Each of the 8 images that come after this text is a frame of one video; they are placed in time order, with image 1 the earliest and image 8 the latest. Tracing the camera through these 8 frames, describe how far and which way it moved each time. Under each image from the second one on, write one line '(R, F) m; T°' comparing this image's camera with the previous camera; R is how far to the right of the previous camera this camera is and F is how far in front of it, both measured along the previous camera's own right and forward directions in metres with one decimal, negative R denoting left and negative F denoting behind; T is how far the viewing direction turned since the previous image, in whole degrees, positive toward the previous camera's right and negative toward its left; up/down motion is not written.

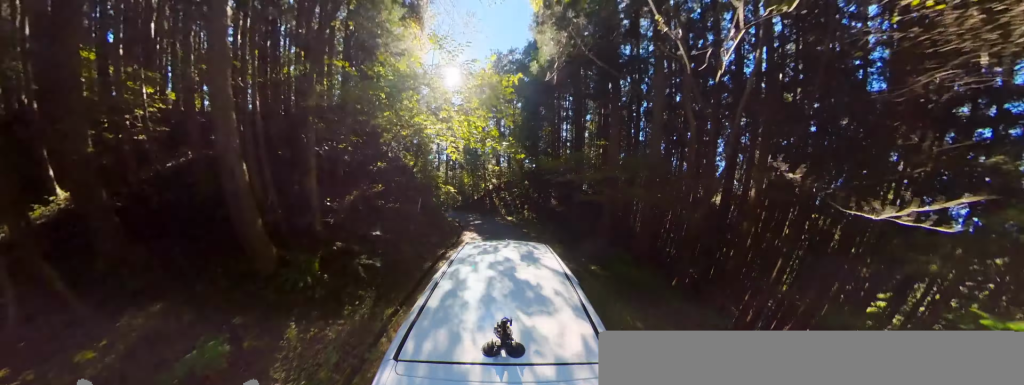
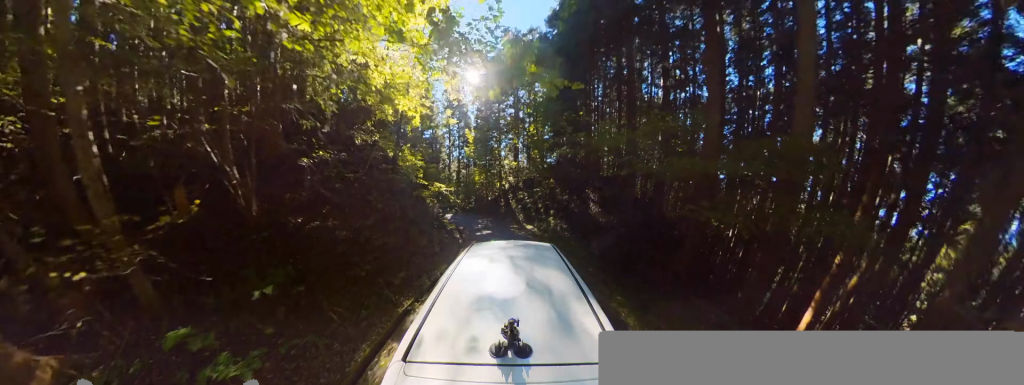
(+0.3, +3.5) m; -13°
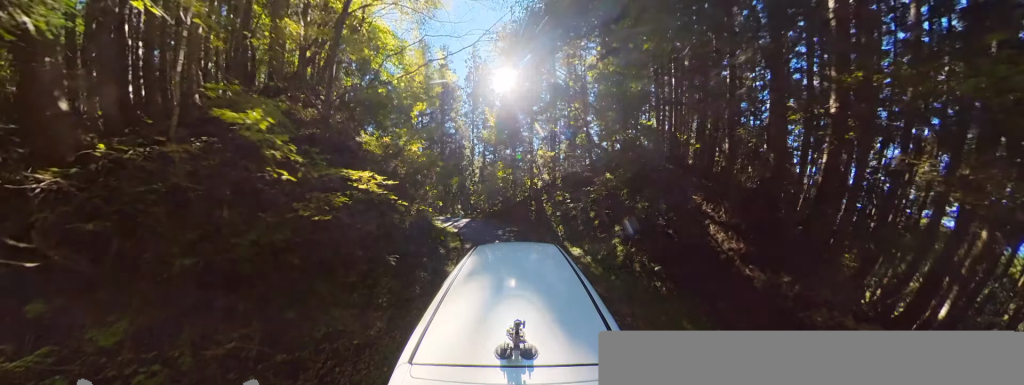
(-1.4, +4.6) m; -23°
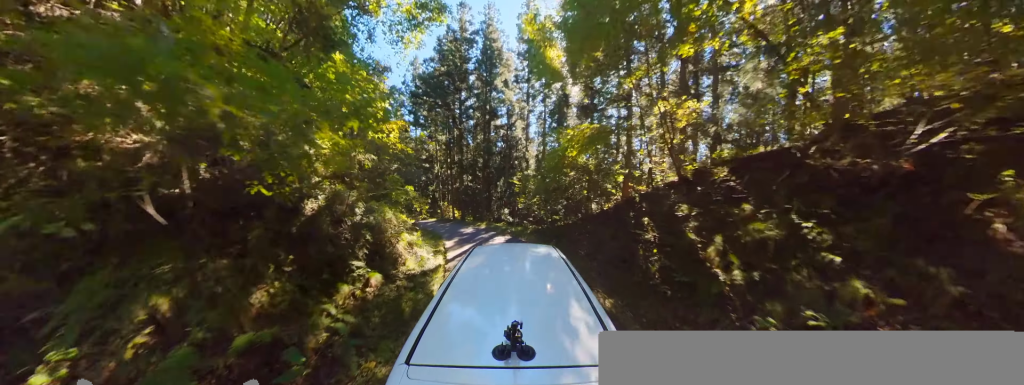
(-2.0, +9.1) m; -20°
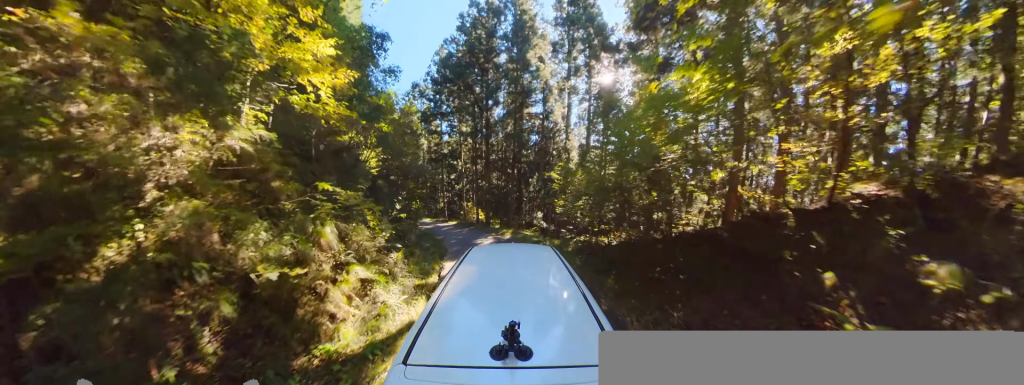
(+0.4, +4.1) m; -11°
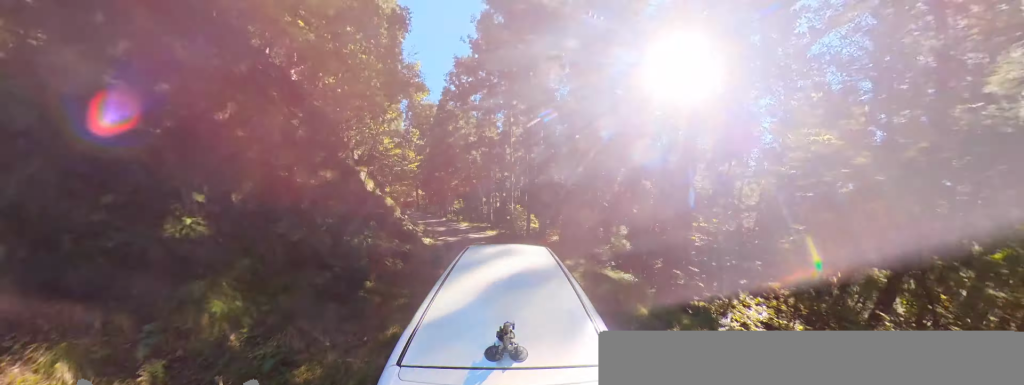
(-1.9, +6.9) m; -9°
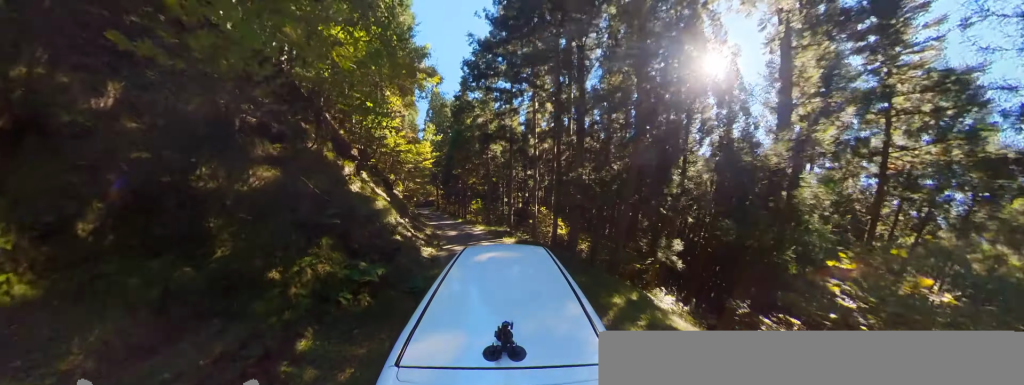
(+0.4, +3.1) m; +1°
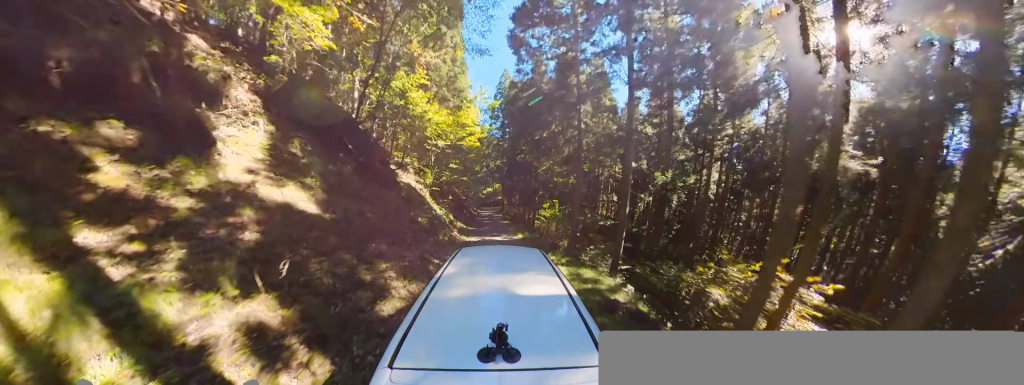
(0.0, +11.8) m; +1°
